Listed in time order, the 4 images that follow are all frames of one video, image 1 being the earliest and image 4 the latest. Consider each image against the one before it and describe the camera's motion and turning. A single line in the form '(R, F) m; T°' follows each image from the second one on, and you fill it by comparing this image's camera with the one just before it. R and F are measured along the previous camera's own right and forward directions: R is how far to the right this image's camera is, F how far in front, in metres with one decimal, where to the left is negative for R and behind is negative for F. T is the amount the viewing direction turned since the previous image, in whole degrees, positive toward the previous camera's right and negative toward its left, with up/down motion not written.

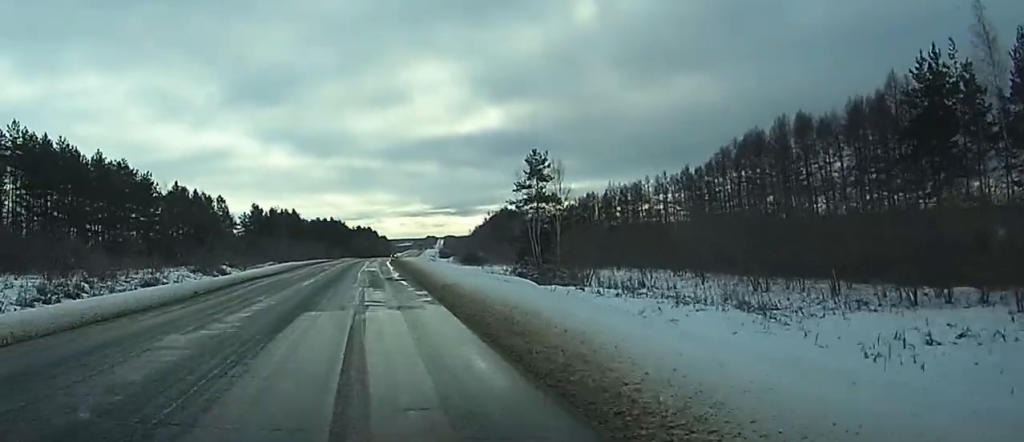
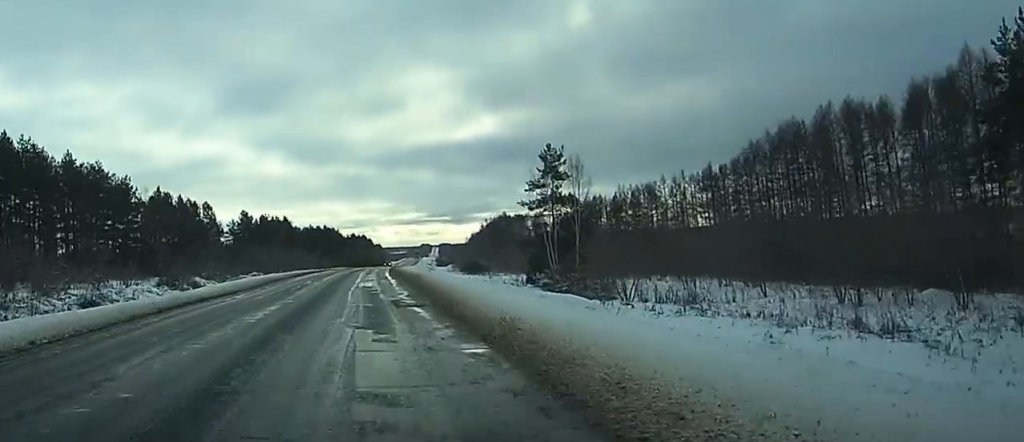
(0.0, +12.4) m; 0°
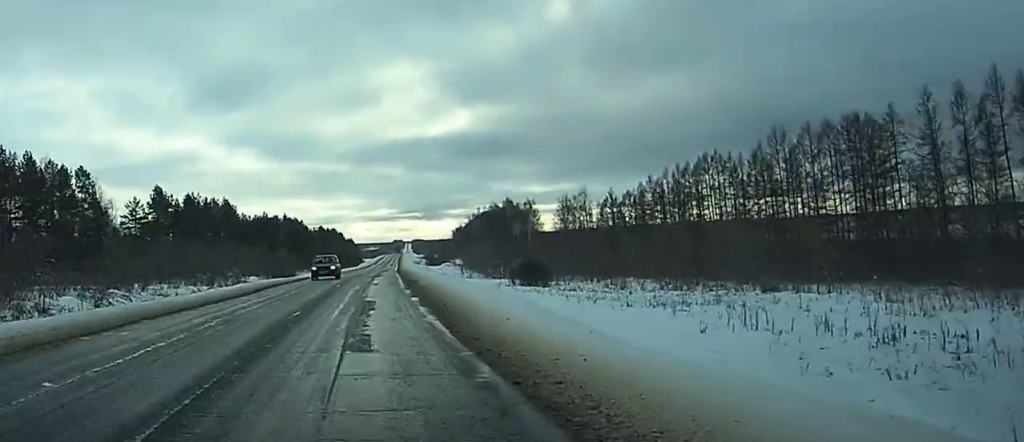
(+0.9, +84.8) m; +2°
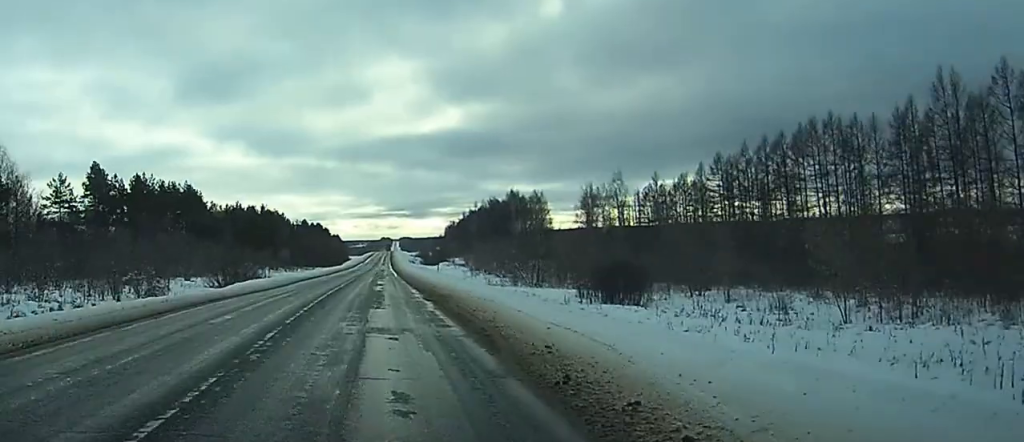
(+0.4, +37.0) m; +1°
